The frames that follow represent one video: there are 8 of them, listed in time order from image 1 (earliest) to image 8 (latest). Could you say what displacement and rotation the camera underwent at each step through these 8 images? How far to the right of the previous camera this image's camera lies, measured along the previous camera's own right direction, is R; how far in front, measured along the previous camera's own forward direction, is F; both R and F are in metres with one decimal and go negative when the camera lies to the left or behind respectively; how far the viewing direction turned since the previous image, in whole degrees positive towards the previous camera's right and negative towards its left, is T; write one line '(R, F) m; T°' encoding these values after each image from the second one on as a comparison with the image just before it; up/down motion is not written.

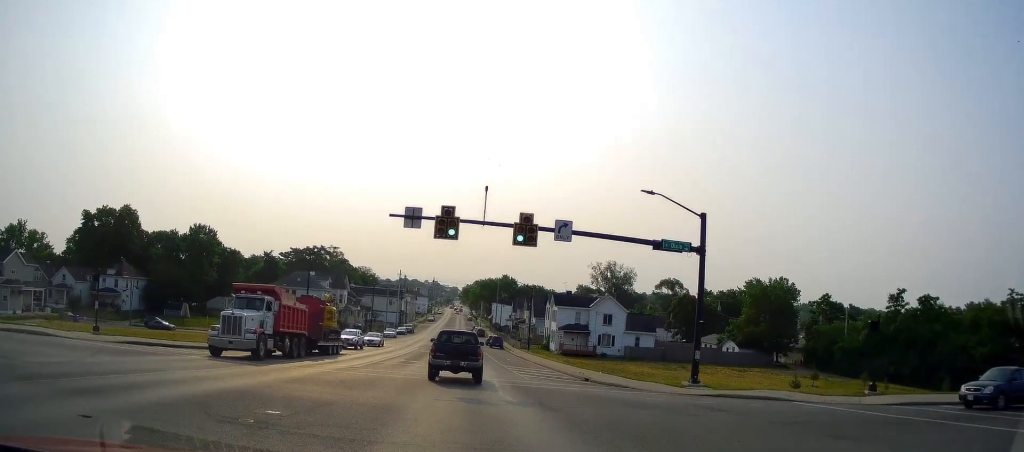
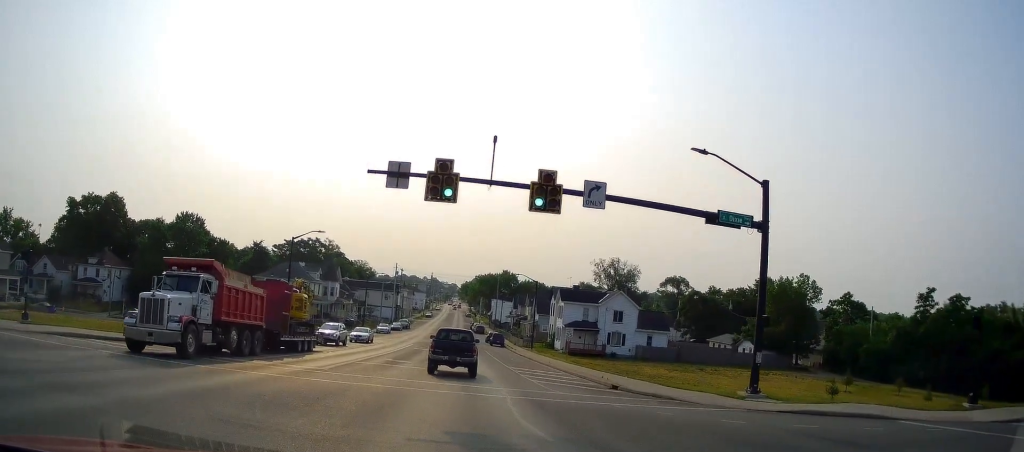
(-0.2, +5.5) m; +1°
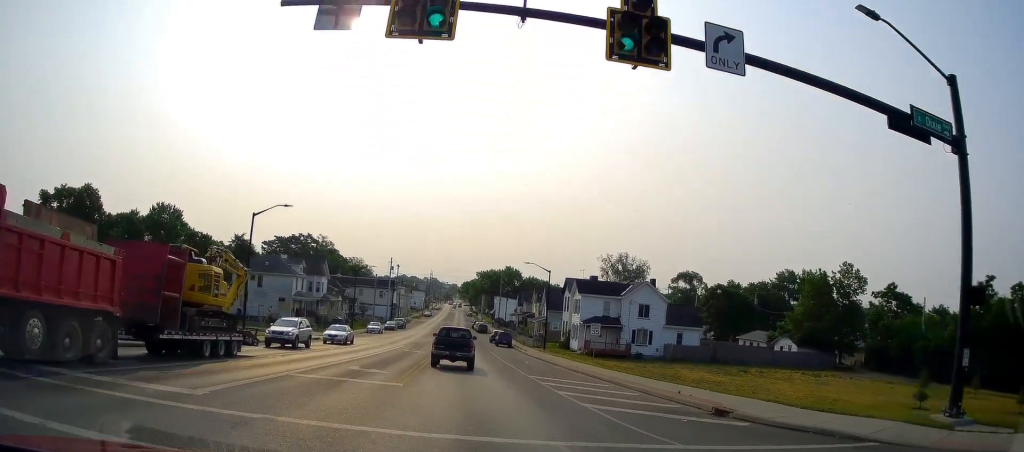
(+0.5, +9.7) m; +3°
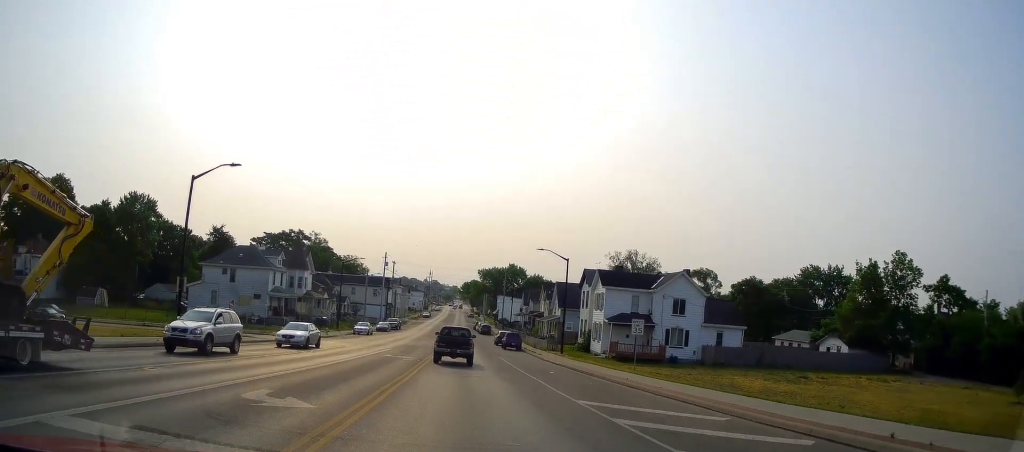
(0.0, +9.9) m; 0°
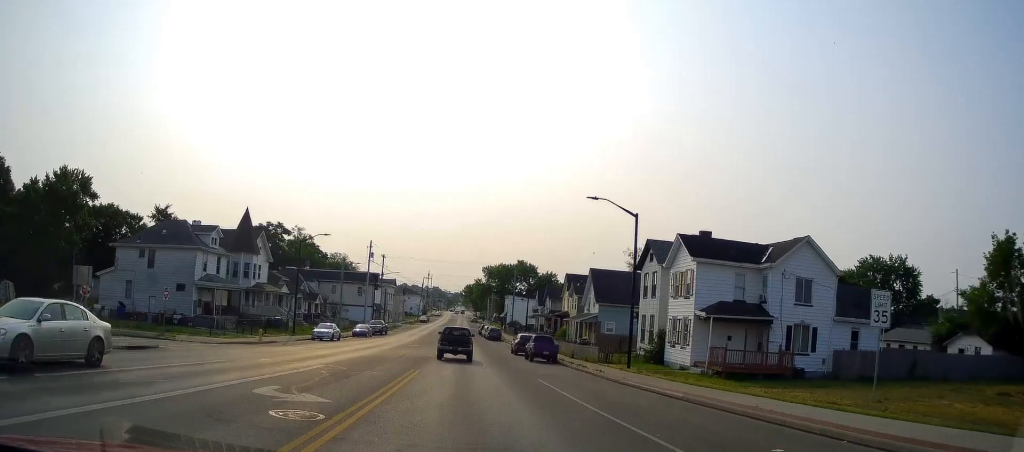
(+0.6, +20.5) m; +4°
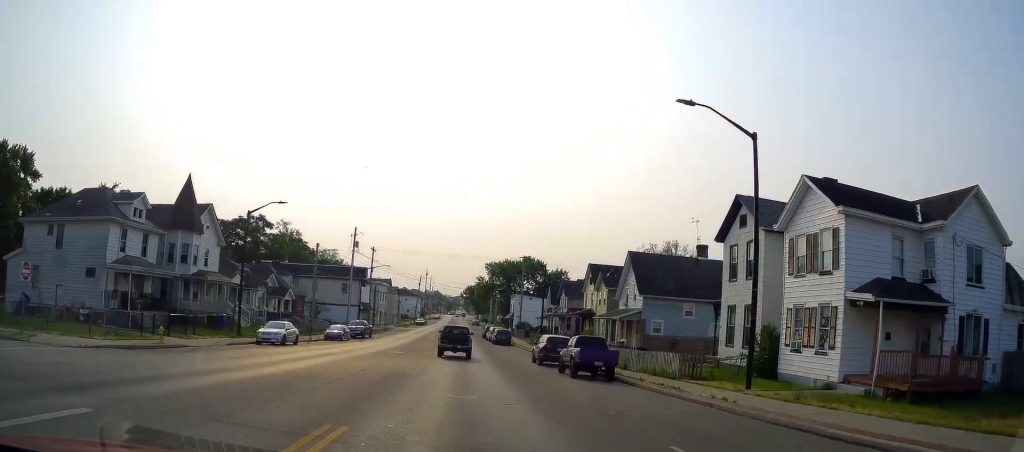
(+0.2, +14.2) m; +1°
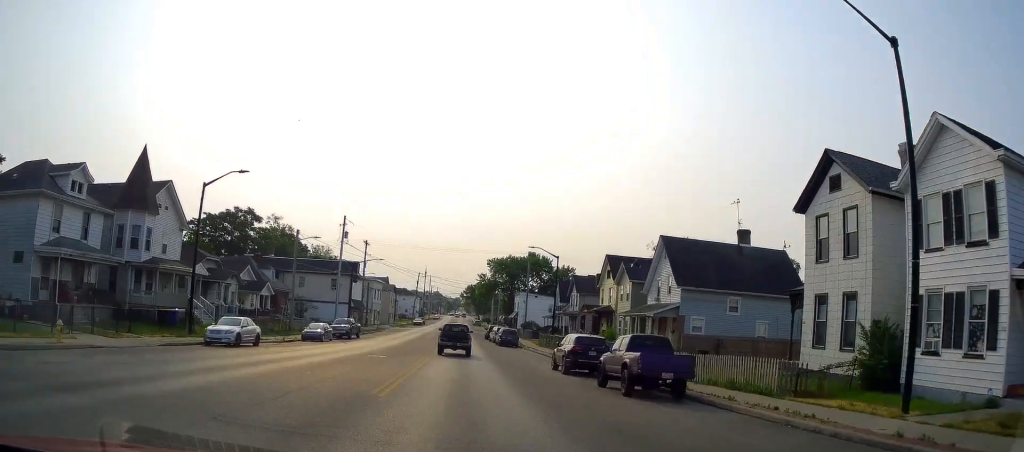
(0.0, +7.9) m; 0°
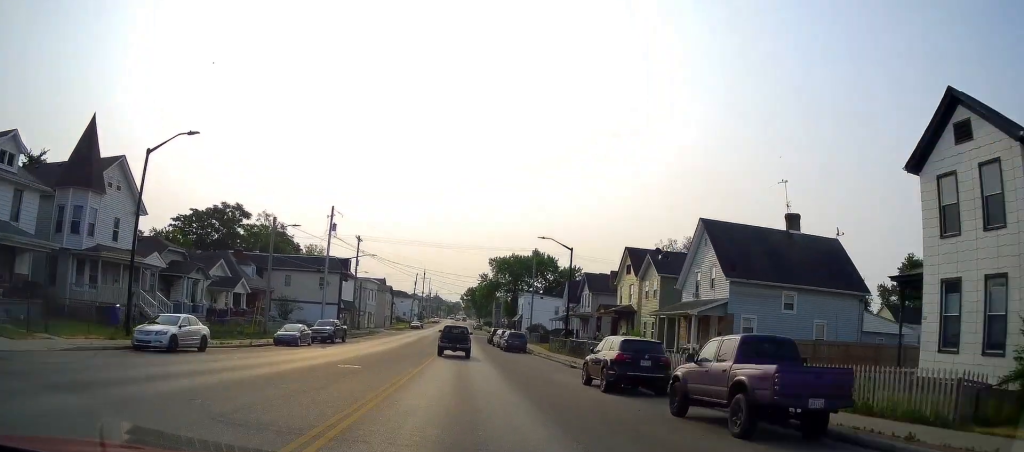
(0.0, +7.1) m; 0°
